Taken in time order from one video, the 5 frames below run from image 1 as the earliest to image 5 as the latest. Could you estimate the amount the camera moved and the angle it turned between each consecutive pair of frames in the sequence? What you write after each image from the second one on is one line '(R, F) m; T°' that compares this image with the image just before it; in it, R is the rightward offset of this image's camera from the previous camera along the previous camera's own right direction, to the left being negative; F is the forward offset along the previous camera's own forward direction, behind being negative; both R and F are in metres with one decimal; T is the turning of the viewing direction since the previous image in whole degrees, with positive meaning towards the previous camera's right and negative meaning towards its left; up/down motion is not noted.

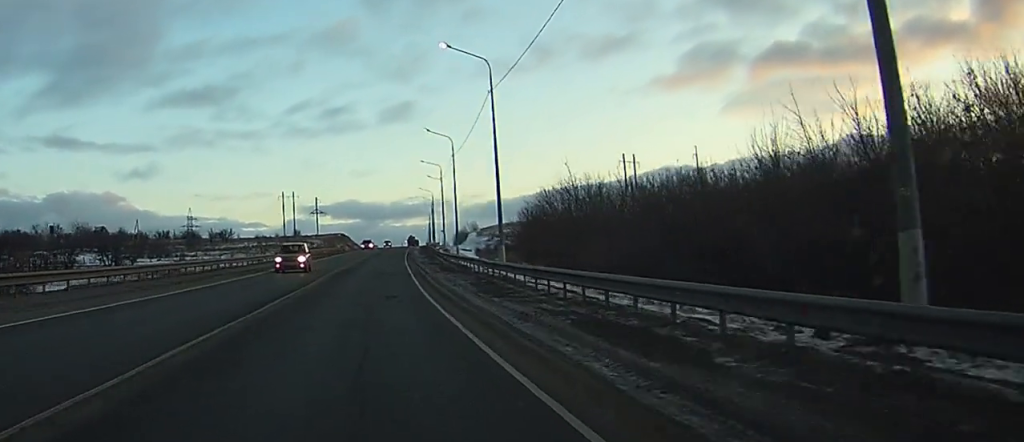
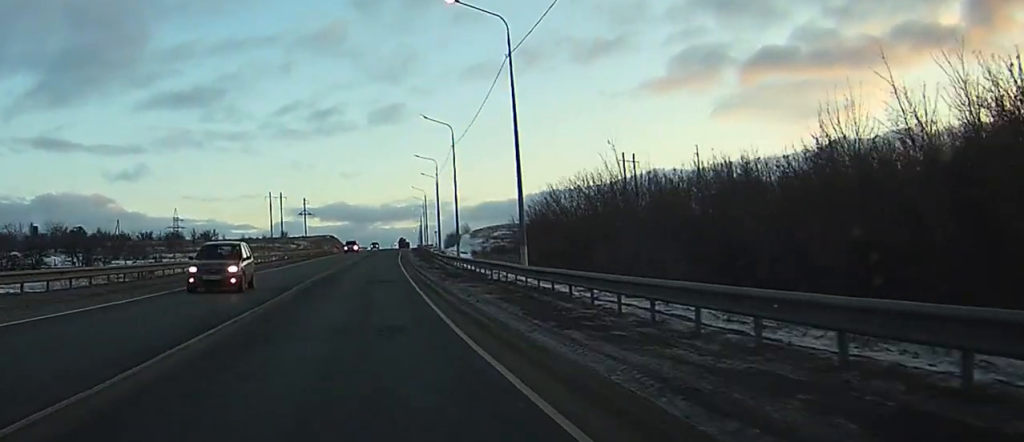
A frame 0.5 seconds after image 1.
(0.0, +9.1) m; +1°
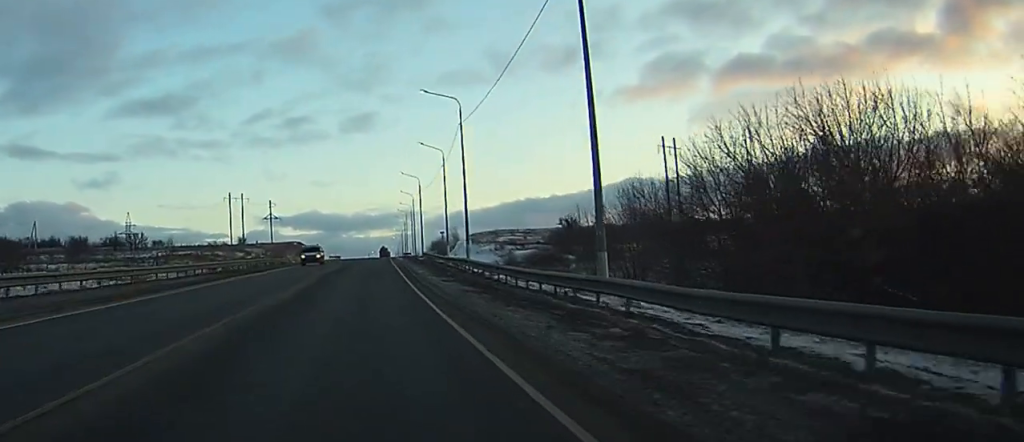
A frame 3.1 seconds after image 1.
(-0.2, +47.4) m; +1°
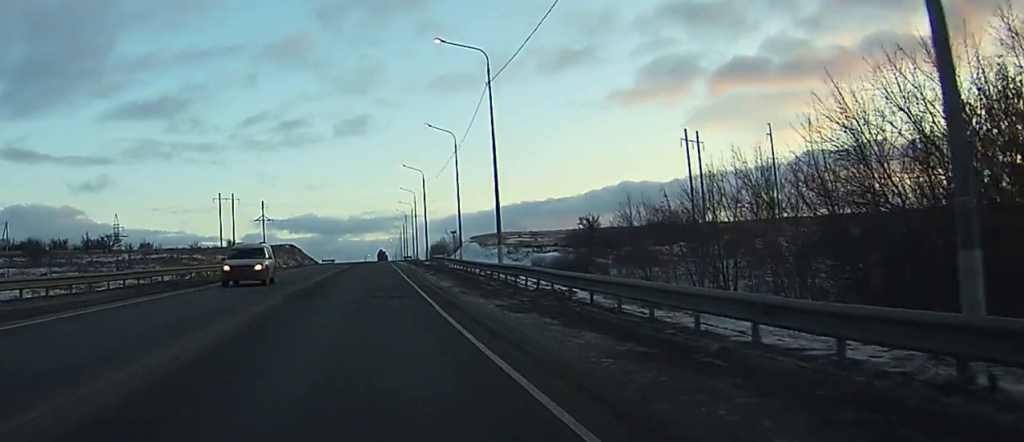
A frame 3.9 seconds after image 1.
(+0.4, +14.9) m; +2°
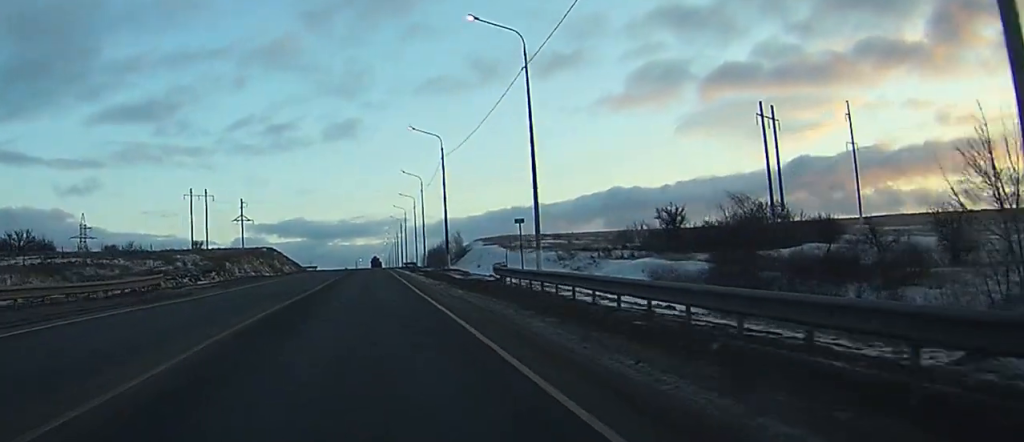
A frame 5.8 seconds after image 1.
(+0.1, +36.1) m; 0°
